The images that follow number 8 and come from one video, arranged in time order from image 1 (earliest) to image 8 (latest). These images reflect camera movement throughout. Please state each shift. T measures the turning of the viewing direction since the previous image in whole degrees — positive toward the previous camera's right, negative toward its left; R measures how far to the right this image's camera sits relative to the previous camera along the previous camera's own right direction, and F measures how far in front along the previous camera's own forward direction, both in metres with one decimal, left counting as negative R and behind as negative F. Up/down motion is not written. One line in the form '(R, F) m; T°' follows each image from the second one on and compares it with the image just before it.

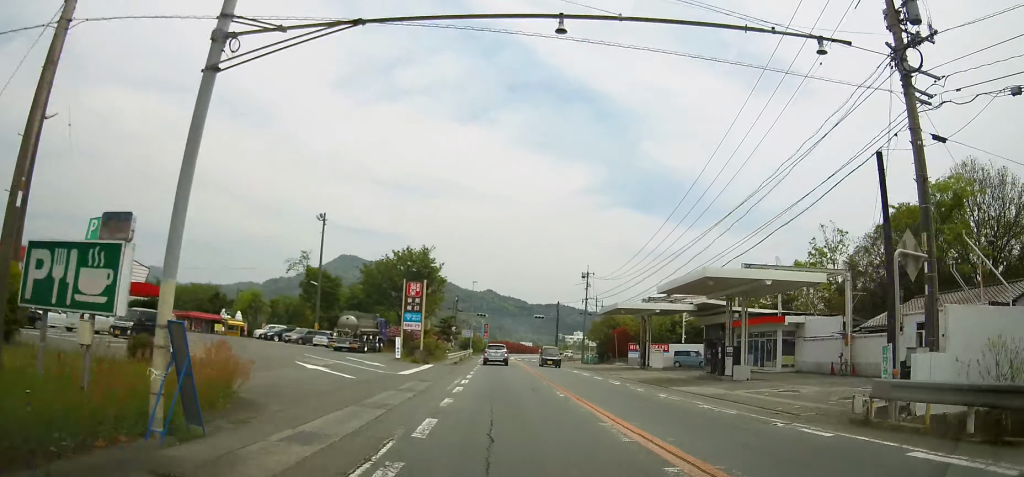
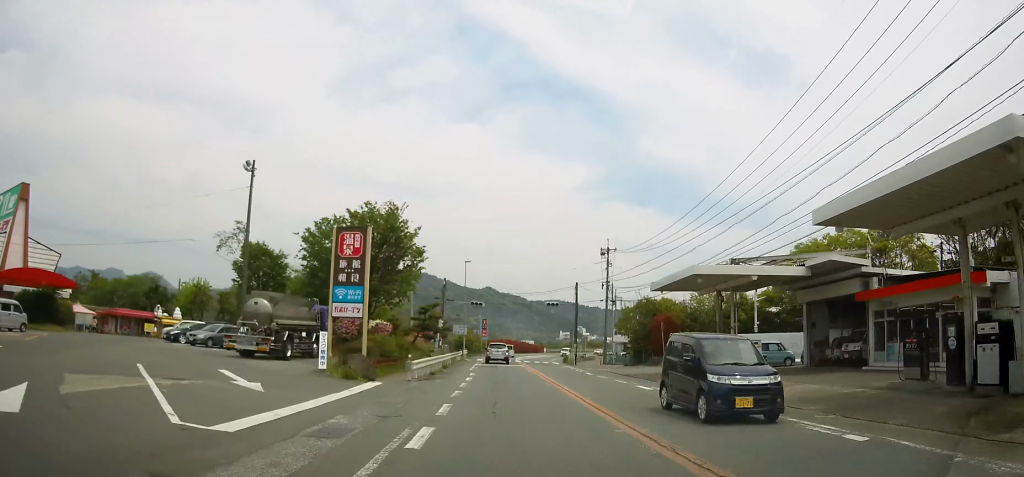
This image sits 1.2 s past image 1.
(-0.1, +16.8) m; 0°
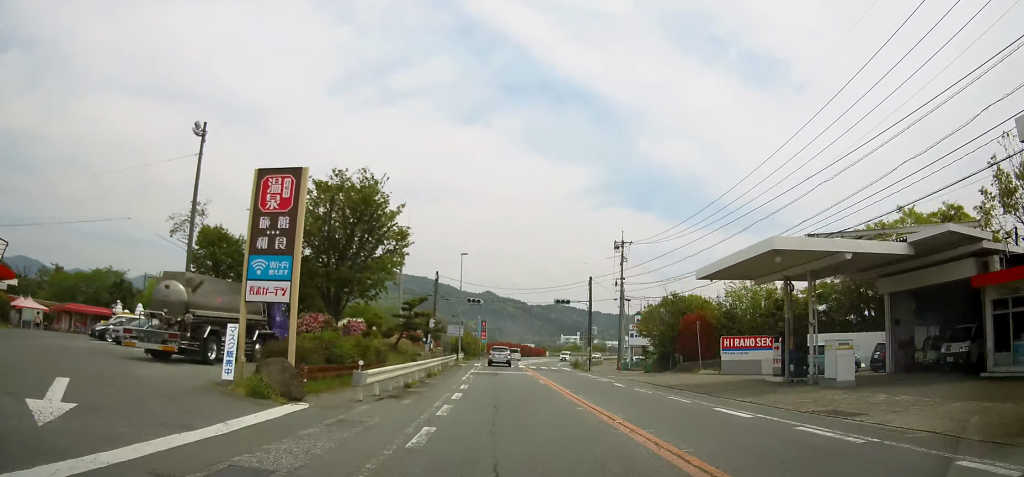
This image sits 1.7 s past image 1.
(+0.1, +7.8) m; 0°
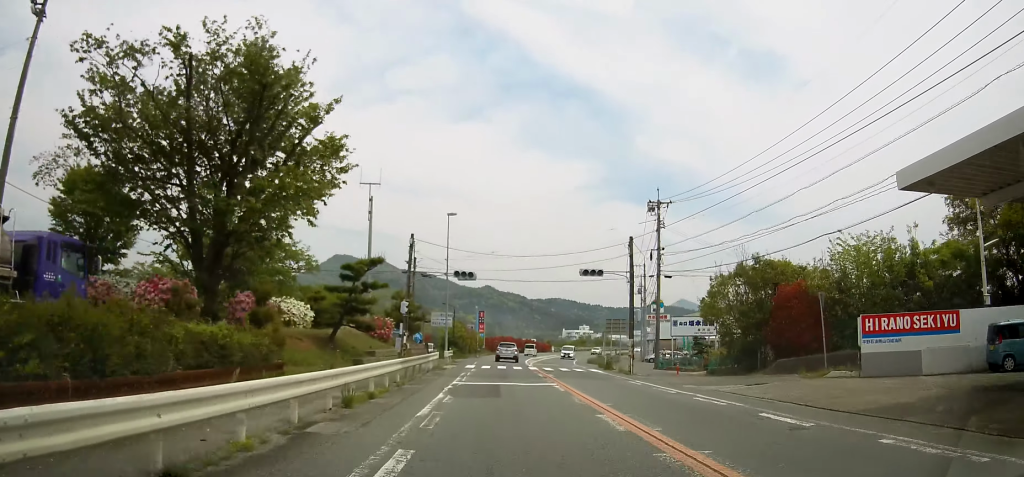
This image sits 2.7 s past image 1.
(0.0, +14.2) m; 0°
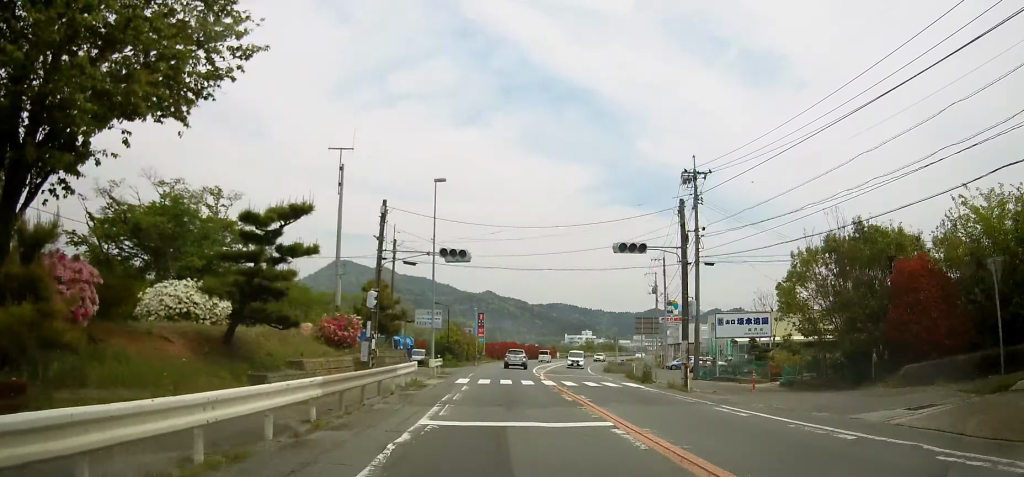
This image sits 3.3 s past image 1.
(0.0, +8.9) m; -1°
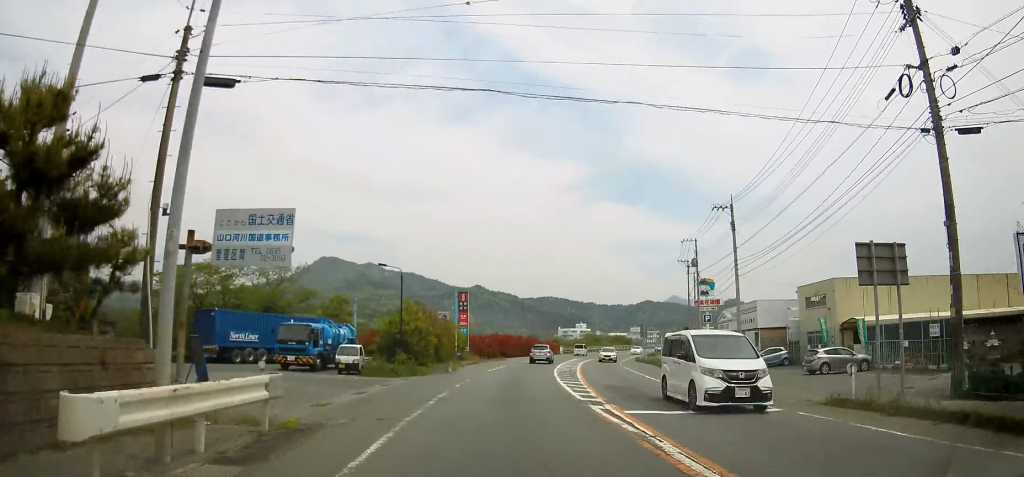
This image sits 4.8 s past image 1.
(0.0, +23.7) m; +1°
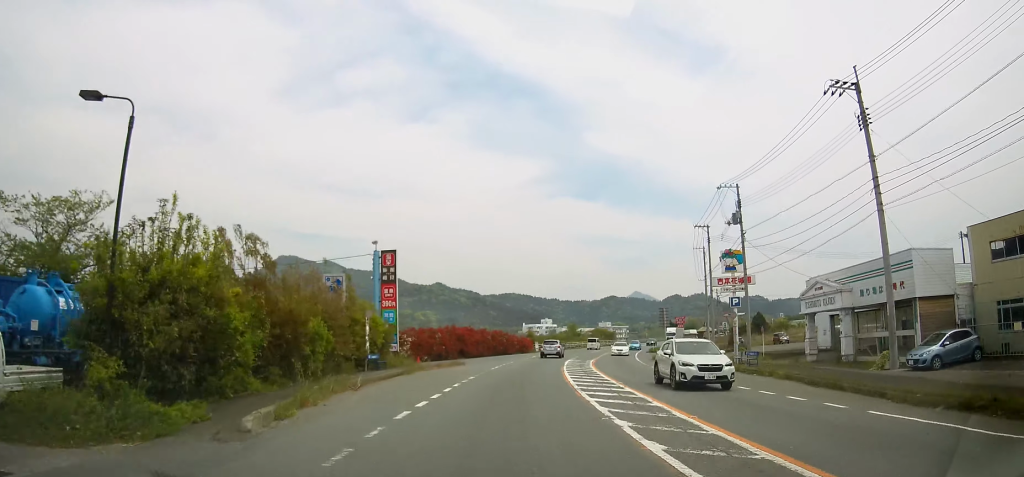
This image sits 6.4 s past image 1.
(+0.4, +23.3) m; +2°
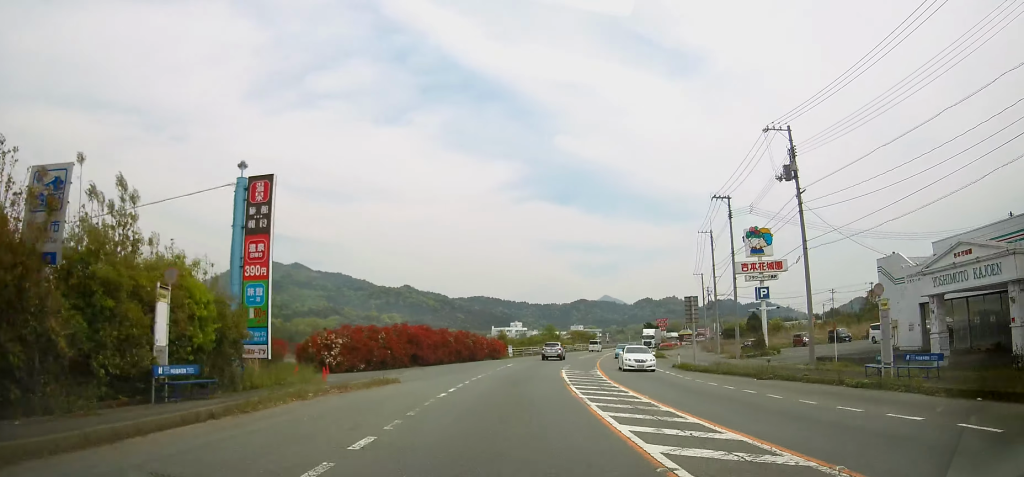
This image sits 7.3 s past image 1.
(+0.2, +14.7) m; +2°
